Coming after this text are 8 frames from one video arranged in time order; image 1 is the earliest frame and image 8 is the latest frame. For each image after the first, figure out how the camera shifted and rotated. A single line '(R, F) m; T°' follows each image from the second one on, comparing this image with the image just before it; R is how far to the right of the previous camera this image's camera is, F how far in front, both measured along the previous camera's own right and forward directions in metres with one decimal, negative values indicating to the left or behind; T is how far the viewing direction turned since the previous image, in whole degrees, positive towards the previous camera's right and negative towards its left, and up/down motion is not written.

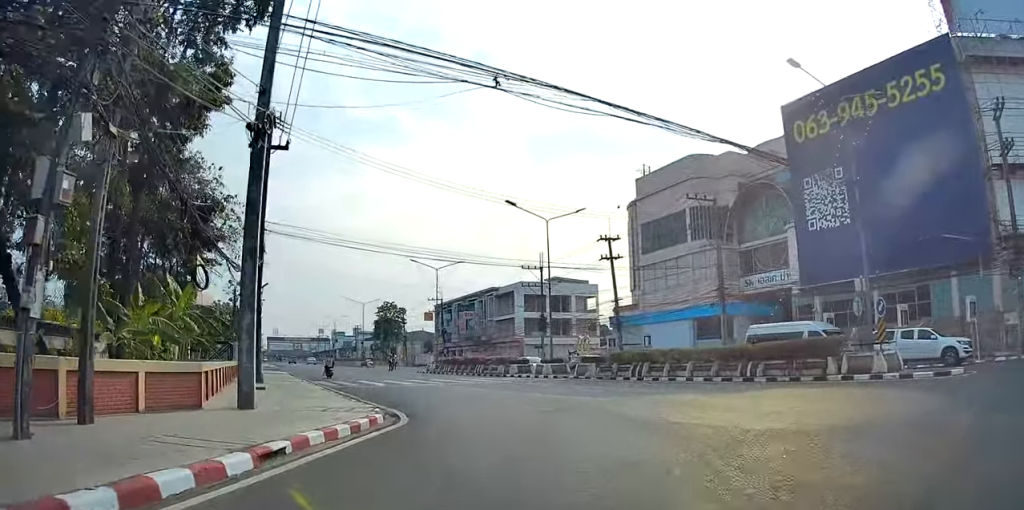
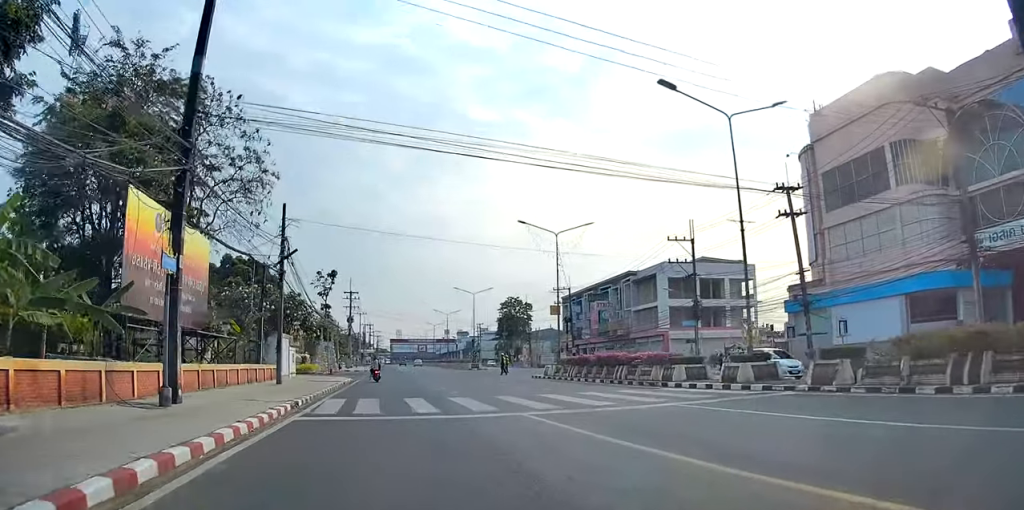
(-1.2, +15.4) m; -8°
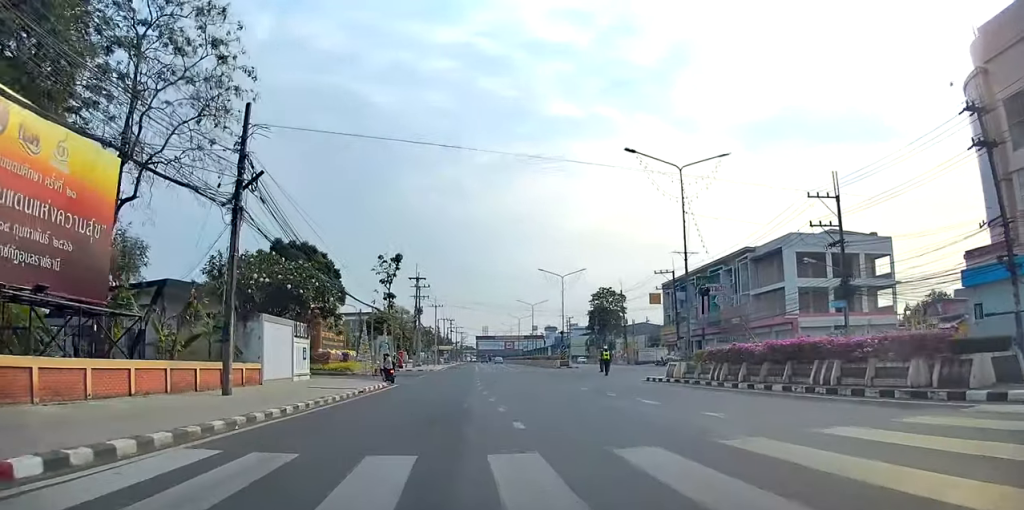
(-0.6, +12.4) m; -9°
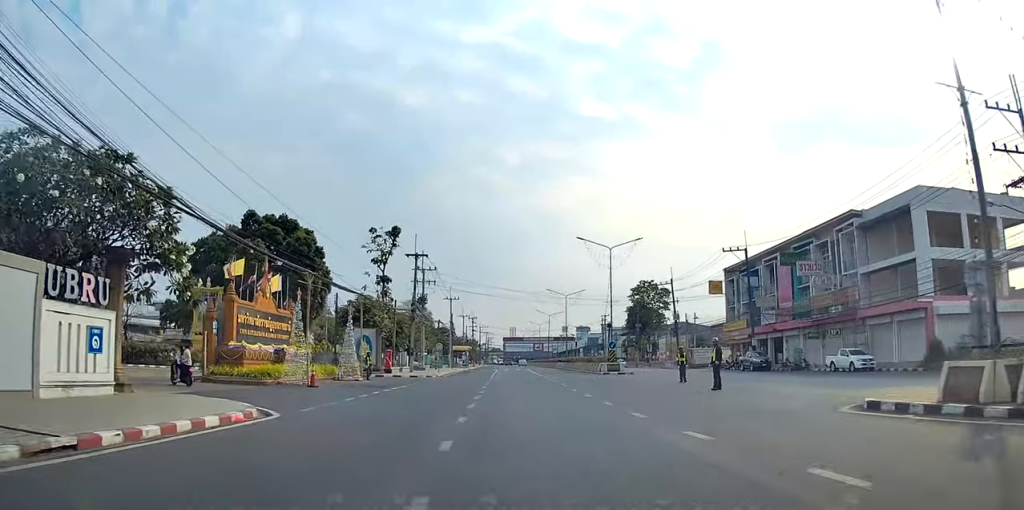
(-2.8, +17.1) m; -12°
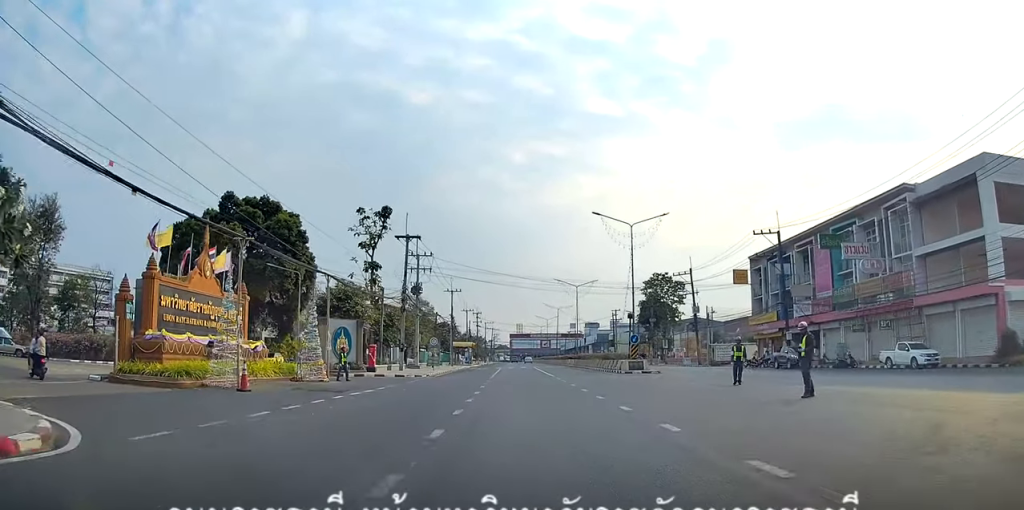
(+0.4, +7.3) m; +1°
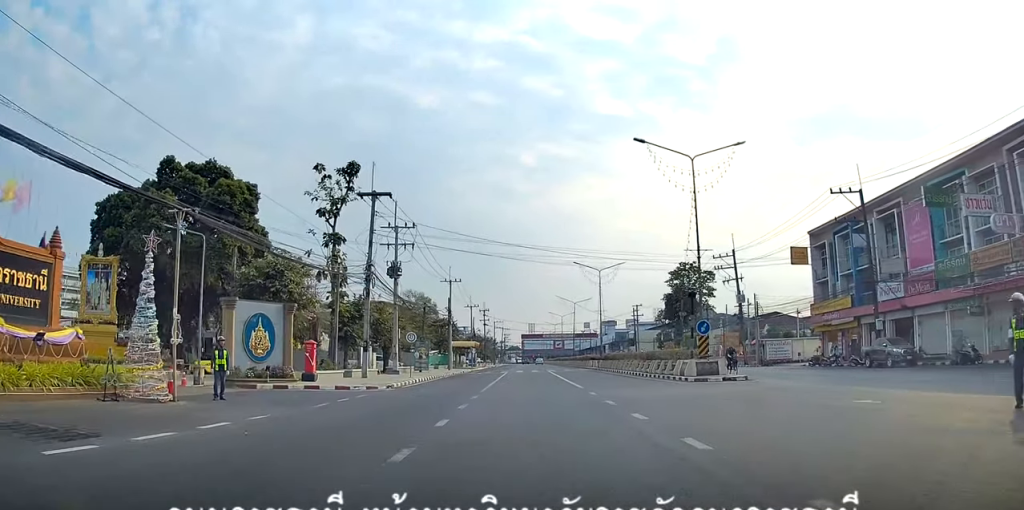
(-0.3, +13.0) m; -4°
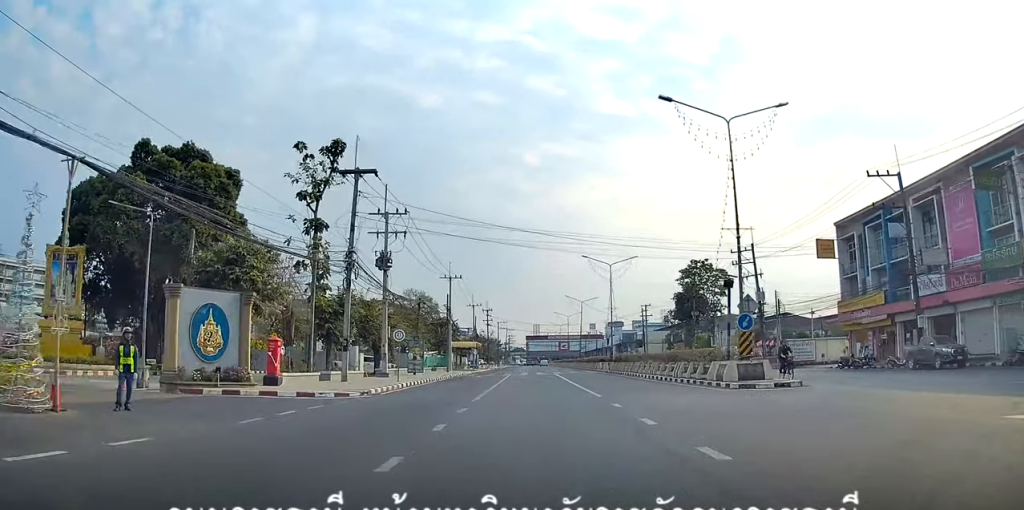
(-0.2, +4.5) m; -1°
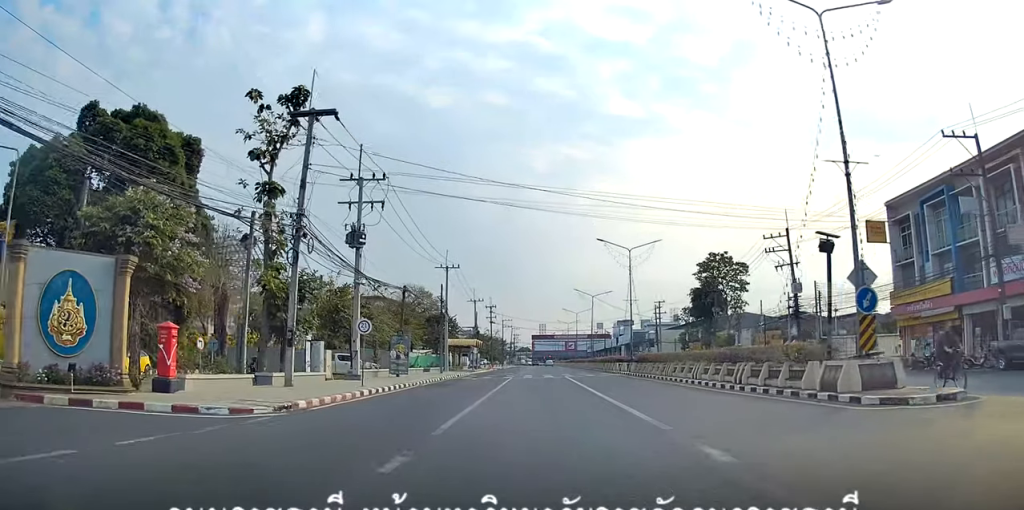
(-0.2, +7.5) m; -2°
